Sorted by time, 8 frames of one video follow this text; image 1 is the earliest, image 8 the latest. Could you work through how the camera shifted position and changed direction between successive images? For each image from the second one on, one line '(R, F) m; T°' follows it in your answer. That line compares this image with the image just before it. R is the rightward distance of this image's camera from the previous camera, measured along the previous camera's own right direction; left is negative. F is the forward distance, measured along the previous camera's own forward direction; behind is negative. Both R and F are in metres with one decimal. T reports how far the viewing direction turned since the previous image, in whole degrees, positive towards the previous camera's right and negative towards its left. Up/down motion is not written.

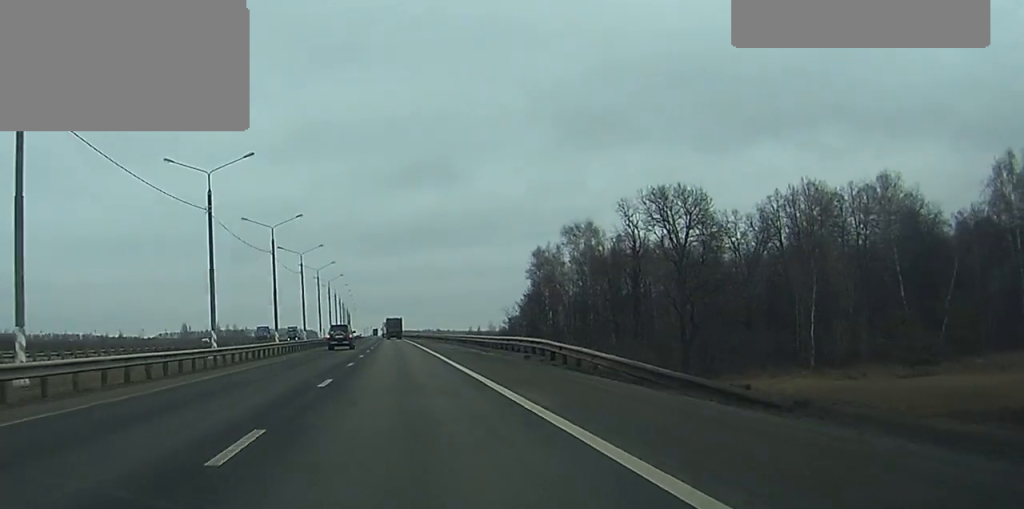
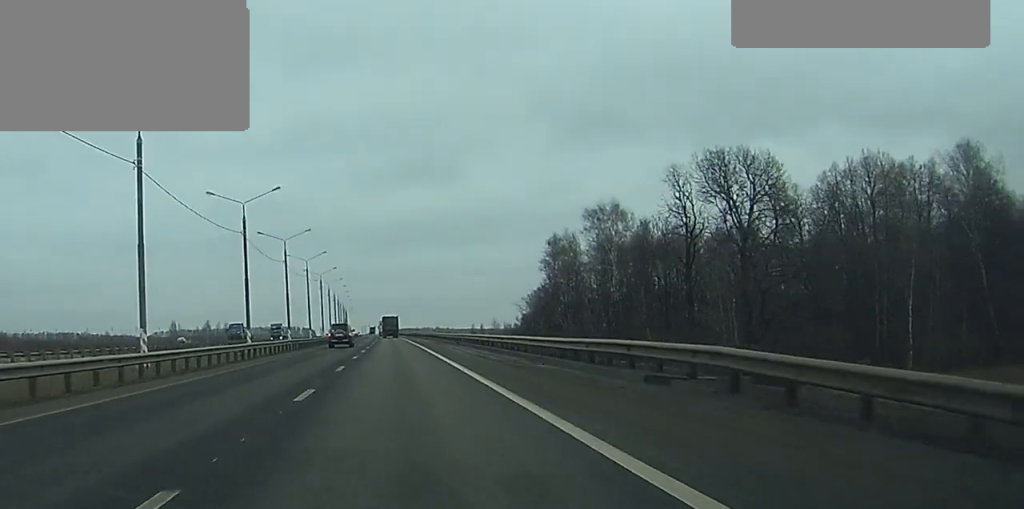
(-0.1, +16.4) m; 0°
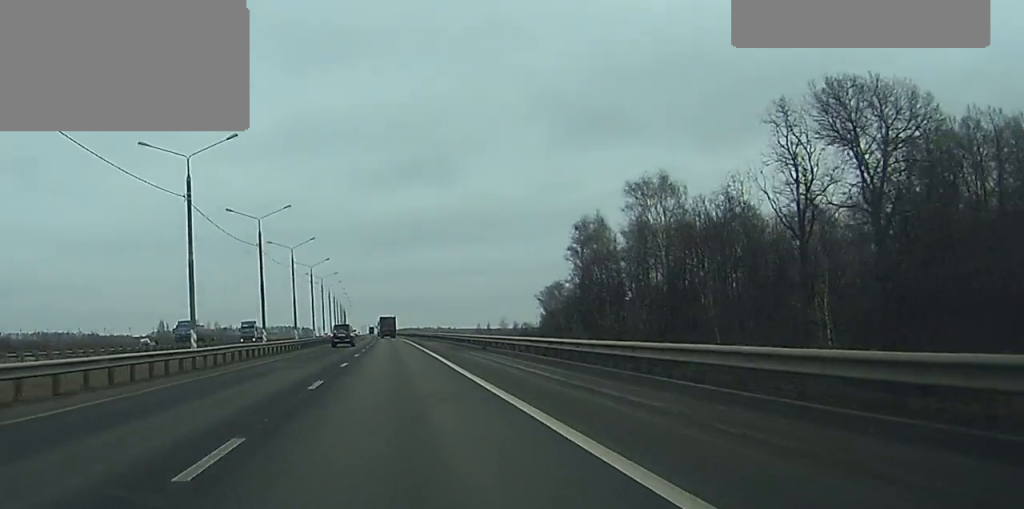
(-0.1, +20.5) m; 0°
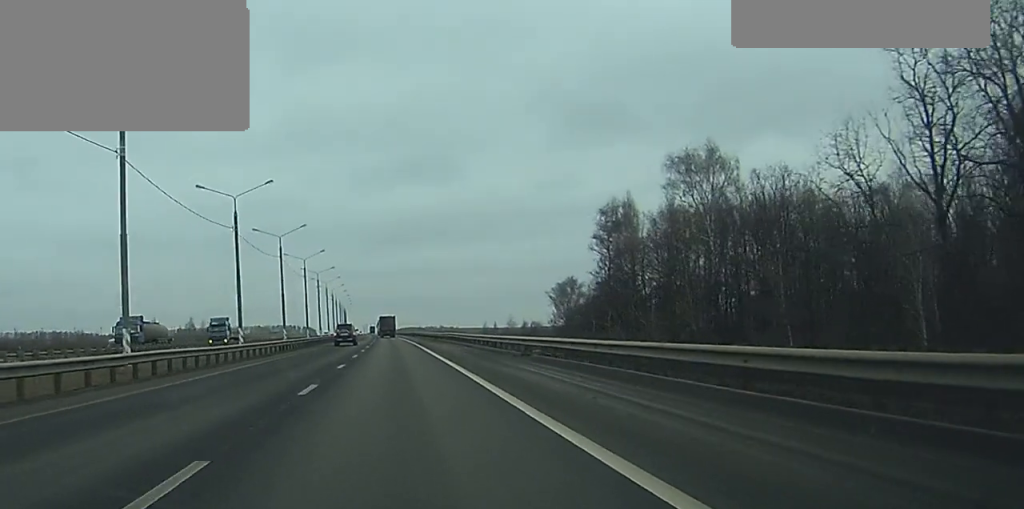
(0.0, +14.0) m; 0°
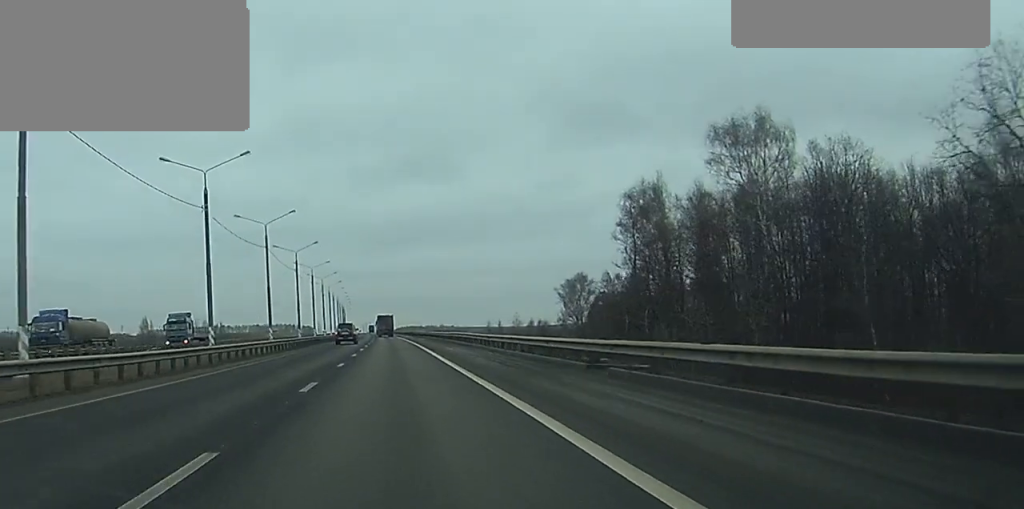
(0.0, +11.5) m; 0°
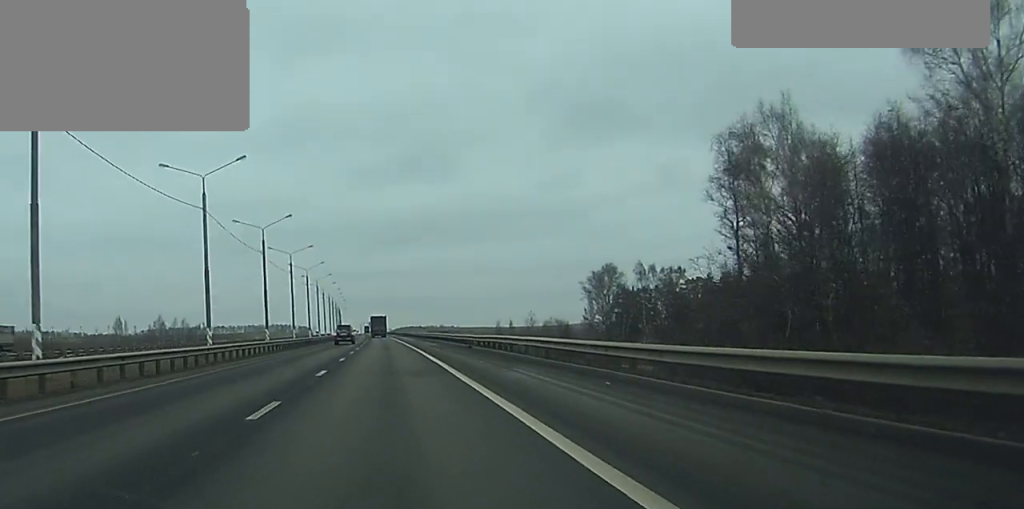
(0.0, +29.6) m; 0°
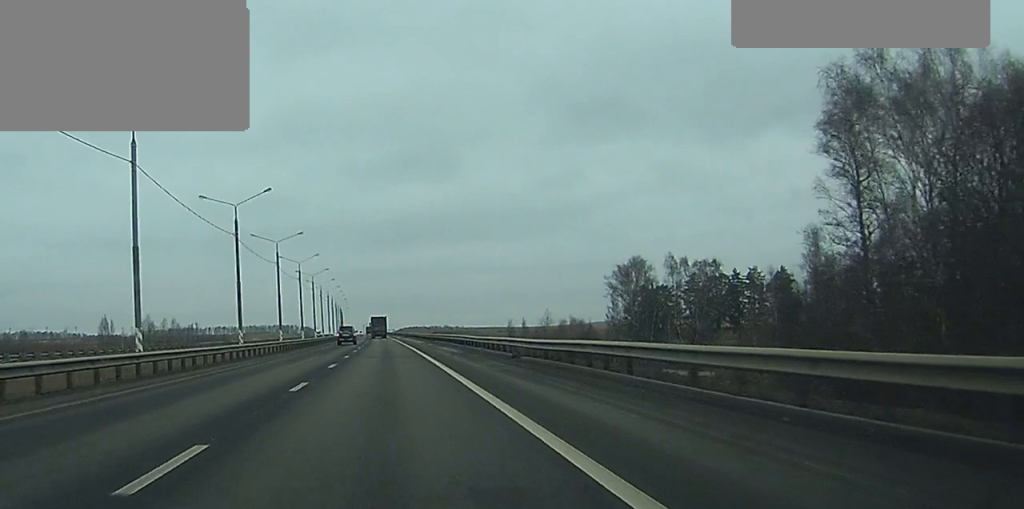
(0.0, +18.1) m; 0°
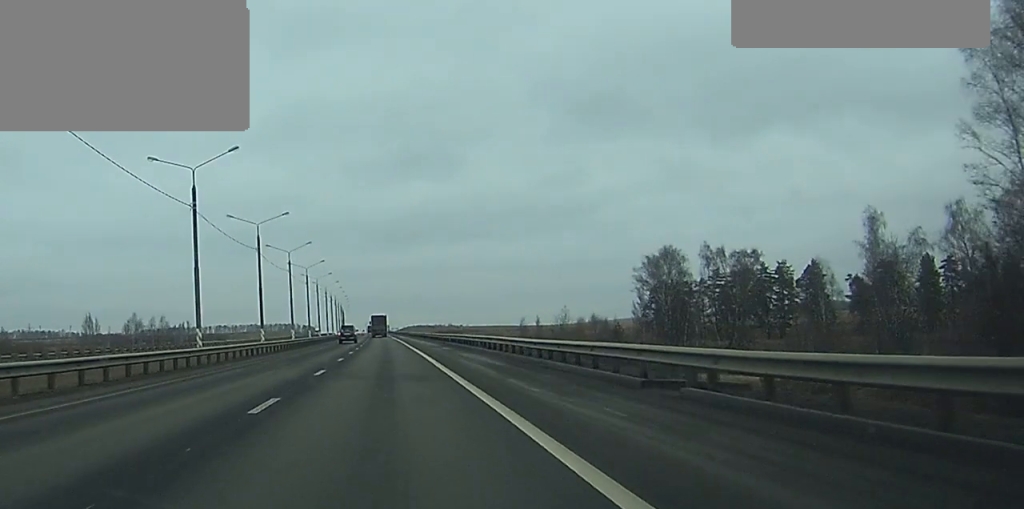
(0.0, +17.2) m; 0°
